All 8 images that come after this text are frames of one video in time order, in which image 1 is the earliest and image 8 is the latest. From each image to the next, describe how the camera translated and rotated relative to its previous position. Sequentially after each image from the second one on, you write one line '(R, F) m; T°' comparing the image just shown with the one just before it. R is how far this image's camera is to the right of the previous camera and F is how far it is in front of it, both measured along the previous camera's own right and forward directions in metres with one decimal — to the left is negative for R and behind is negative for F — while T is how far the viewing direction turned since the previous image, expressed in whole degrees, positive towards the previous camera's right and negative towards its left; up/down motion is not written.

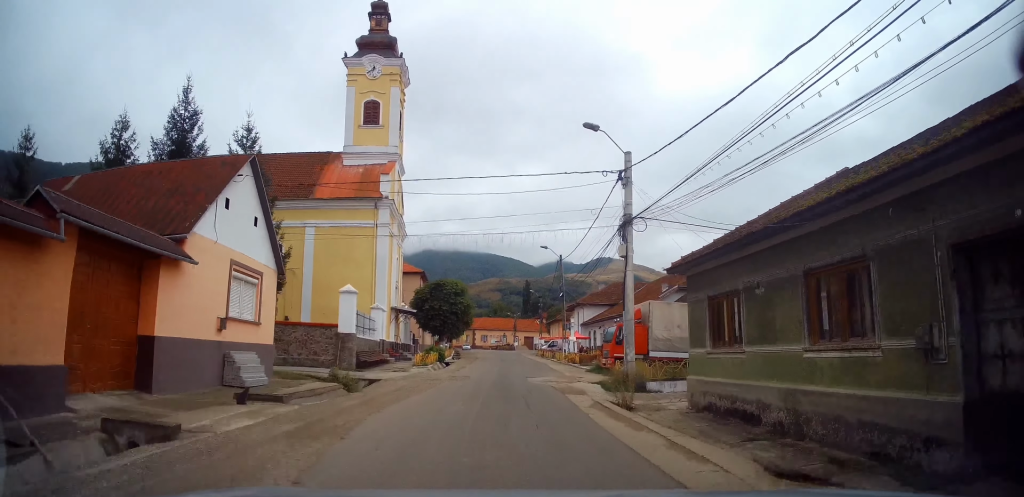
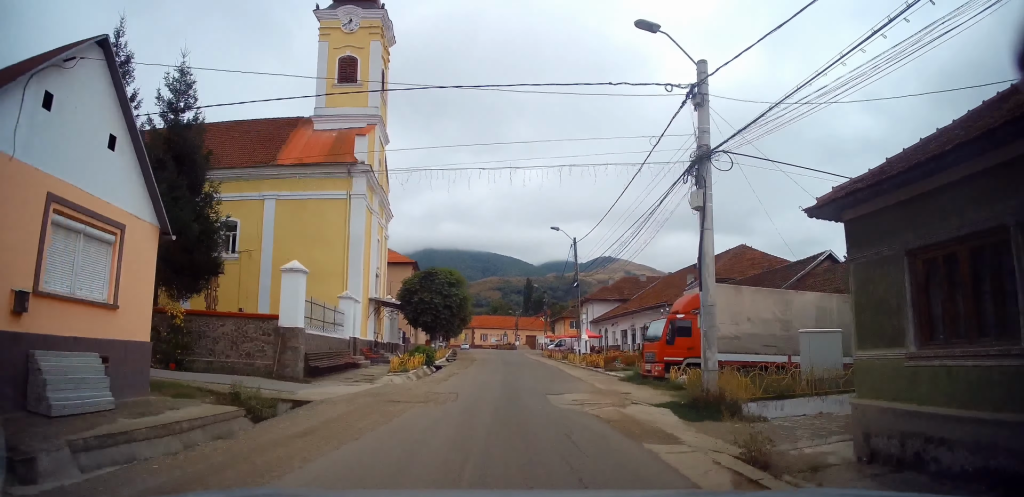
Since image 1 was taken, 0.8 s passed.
(-0.2, +6.9) m; -1°
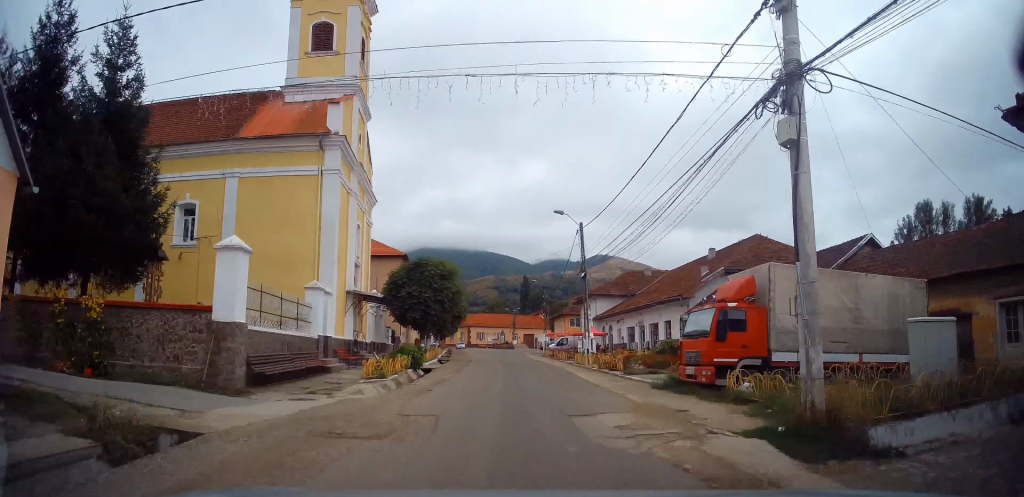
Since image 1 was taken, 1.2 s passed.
(0.0, +4.0) m; 0°
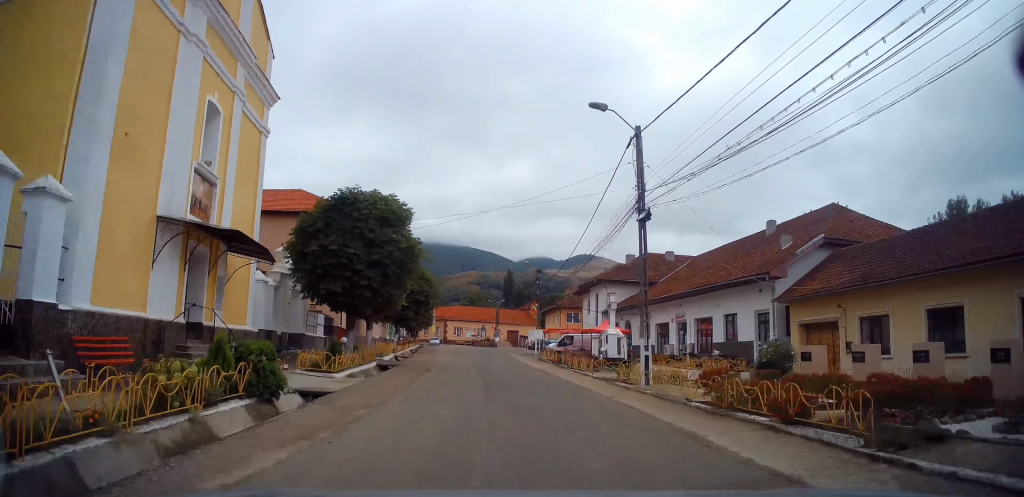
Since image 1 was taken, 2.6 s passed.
(+0.4, +14.5) m; +3°
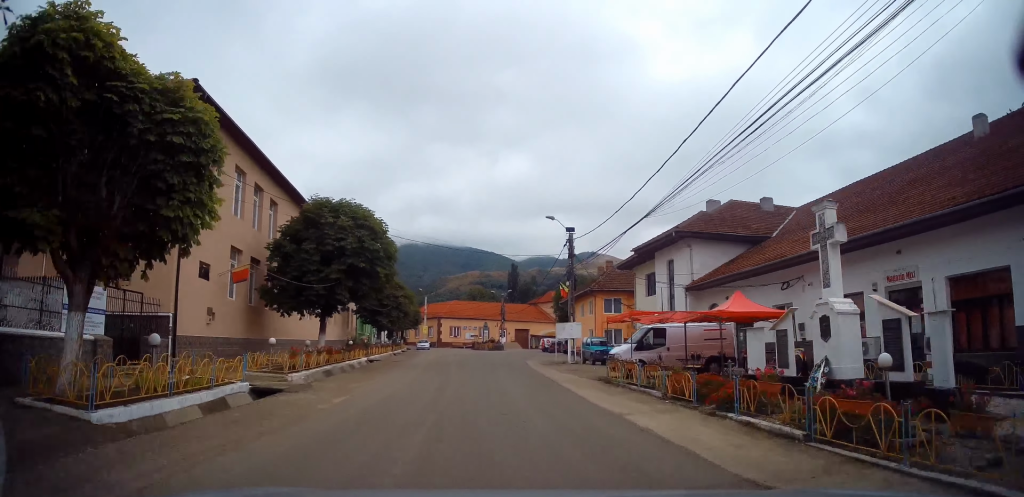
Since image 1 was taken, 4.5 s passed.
(0.0, +20.6) m; -2°
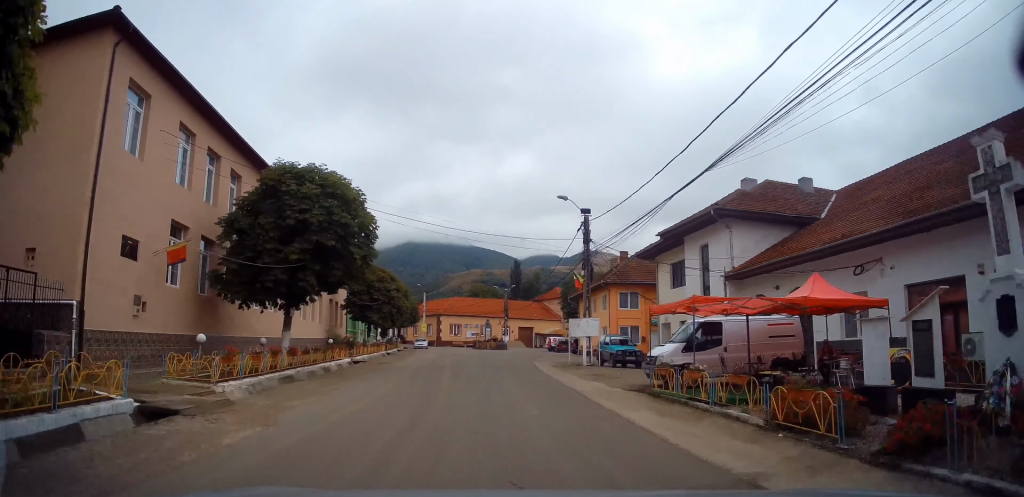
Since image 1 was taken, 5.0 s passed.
(-0.1, +4.8) m; -1°
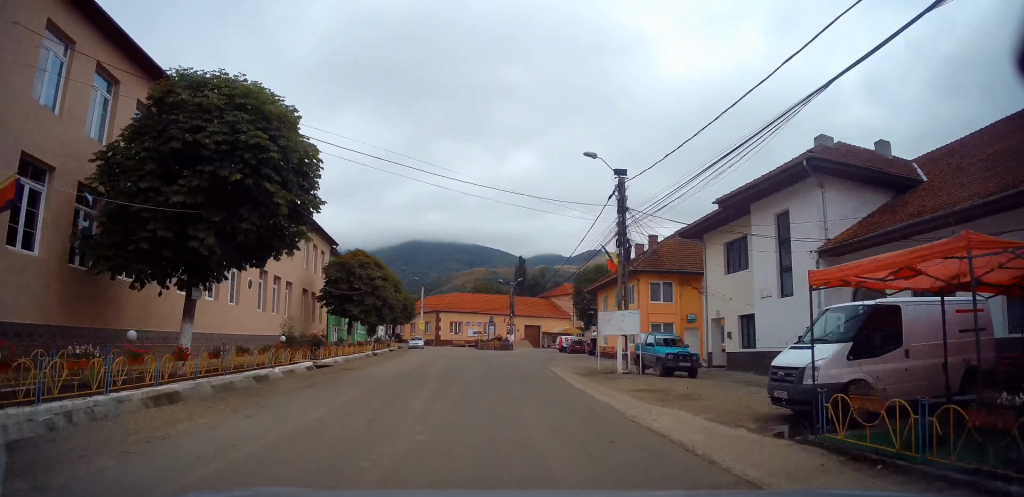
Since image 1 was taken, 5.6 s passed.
(0.0, +7.4) m; 0°
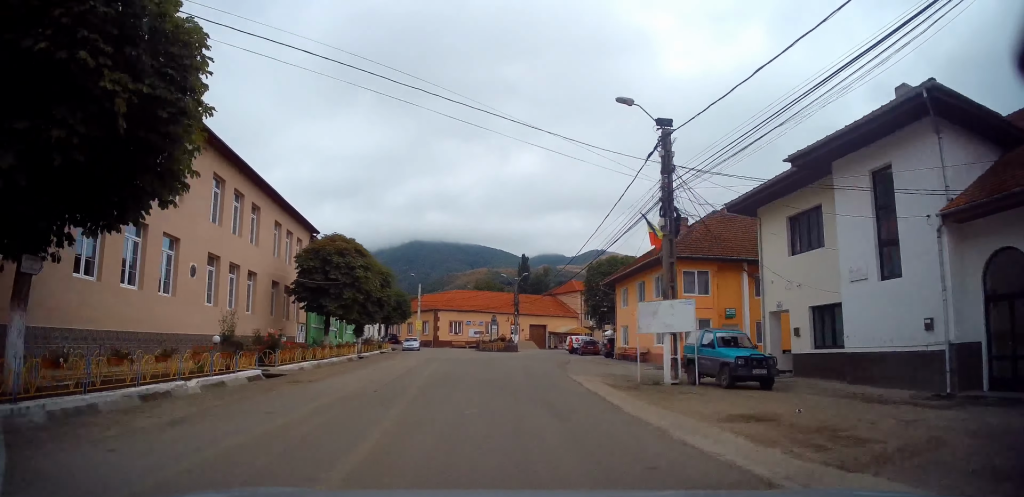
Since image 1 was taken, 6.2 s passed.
(0.0, +5.9) m; 0°
